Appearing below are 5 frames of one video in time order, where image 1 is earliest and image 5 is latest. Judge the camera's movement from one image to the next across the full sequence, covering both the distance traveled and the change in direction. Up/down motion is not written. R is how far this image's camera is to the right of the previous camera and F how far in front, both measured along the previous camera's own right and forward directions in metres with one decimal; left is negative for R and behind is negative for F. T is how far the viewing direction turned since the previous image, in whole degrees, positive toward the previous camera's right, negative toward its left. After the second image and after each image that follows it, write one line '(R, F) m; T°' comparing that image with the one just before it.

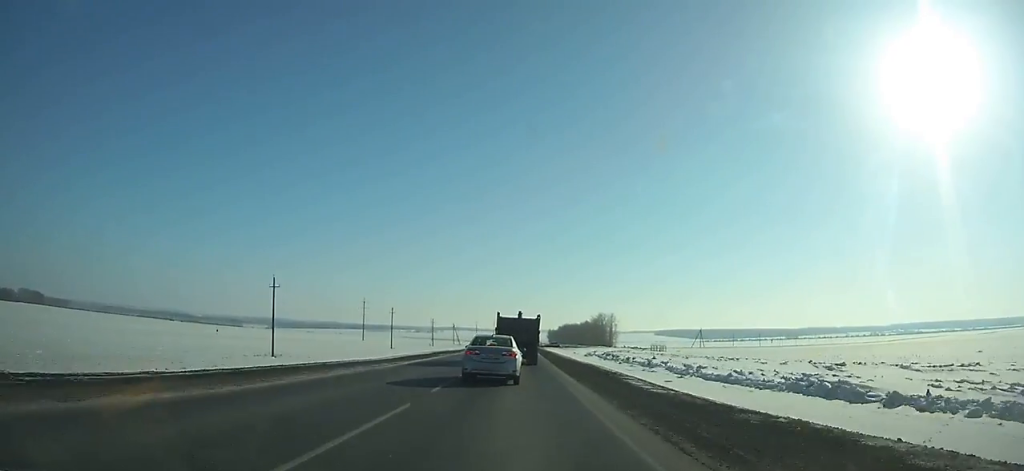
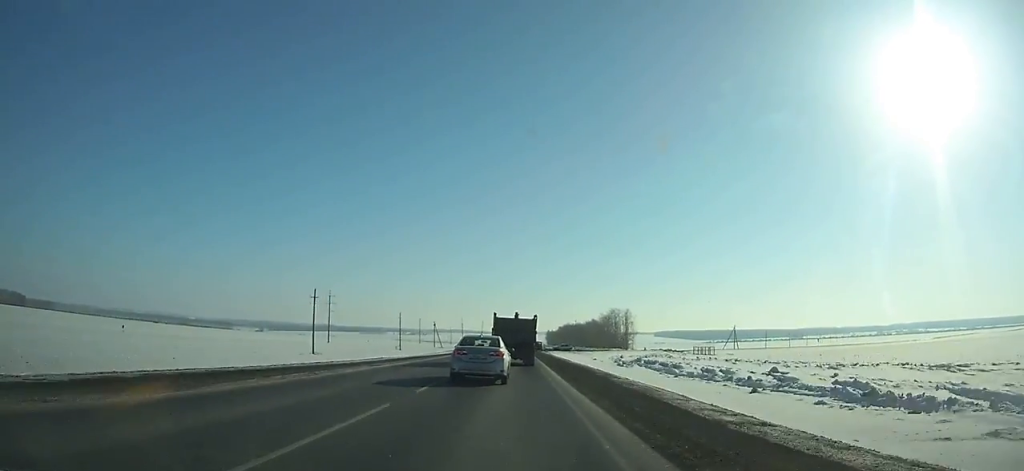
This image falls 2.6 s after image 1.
(0.0, +46.7) m; 0°
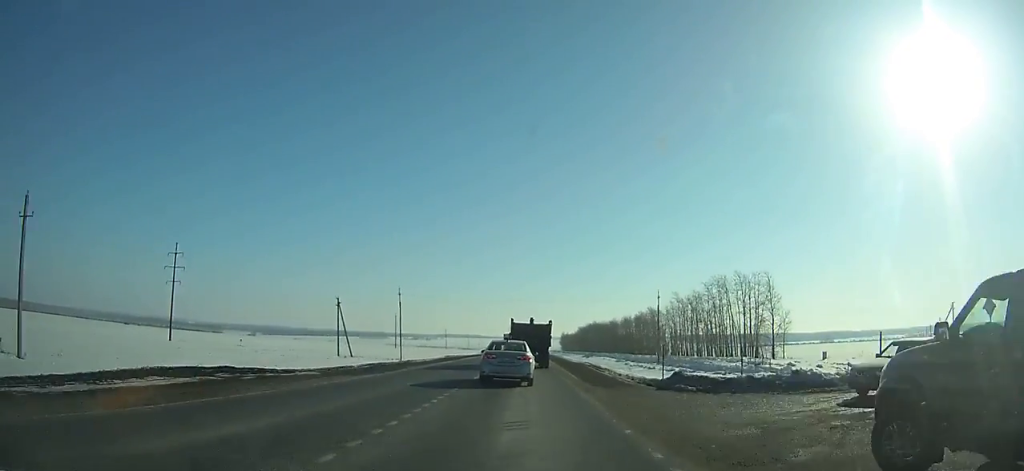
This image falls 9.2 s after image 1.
(-0.6, +118.1) m; -1°
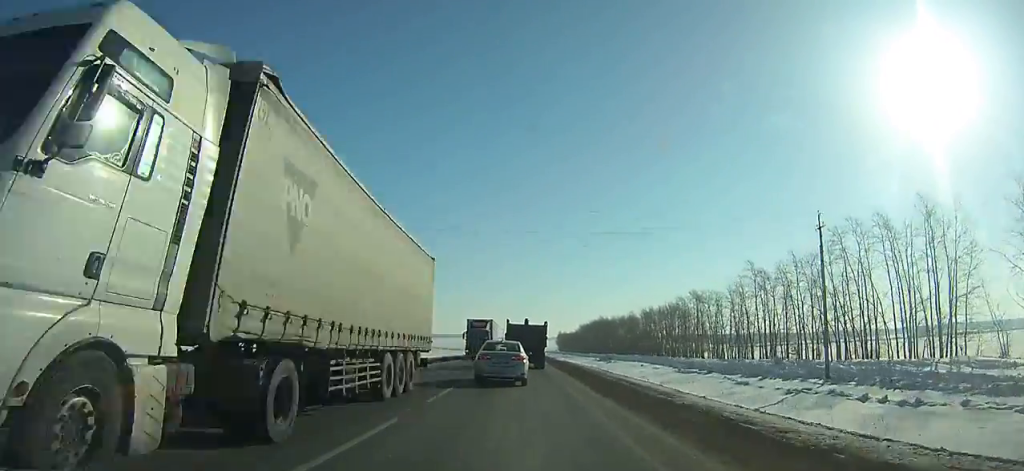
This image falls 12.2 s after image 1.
(0.0, +55.5) m; 0°
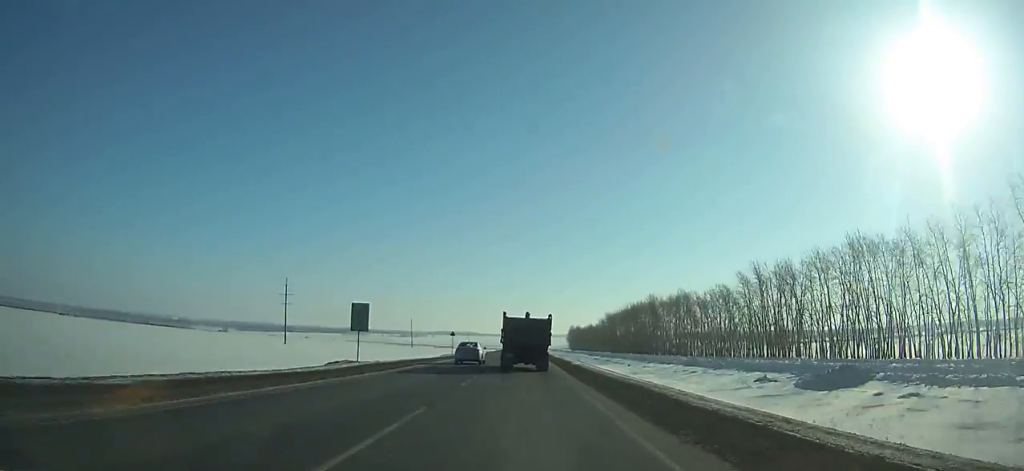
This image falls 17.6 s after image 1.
(-0.5, +108.6) m; -1°
